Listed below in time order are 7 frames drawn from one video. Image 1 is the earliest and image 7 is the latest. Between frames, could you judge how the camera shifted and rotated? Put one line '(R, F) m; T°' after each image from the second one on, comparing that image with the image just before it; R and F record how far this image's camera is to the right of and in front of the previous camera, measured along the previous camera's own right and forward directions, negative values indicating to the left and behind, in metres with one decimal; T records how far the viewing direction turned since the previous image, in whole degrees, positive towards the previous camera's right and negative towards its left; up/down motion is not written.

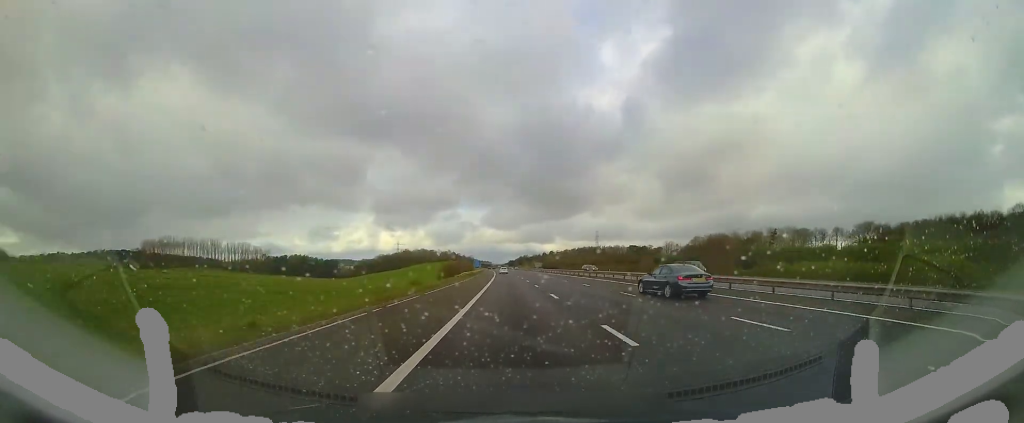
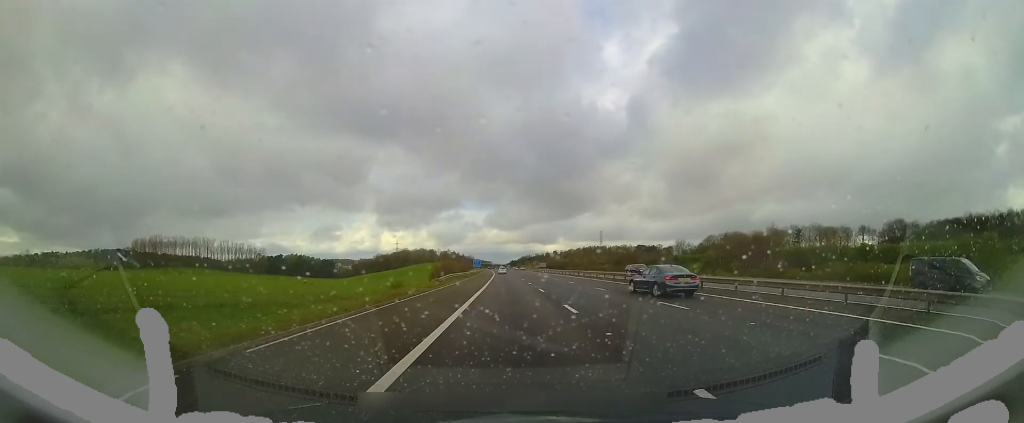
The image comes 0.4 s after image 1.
(0.0, +13.5) m; 0°
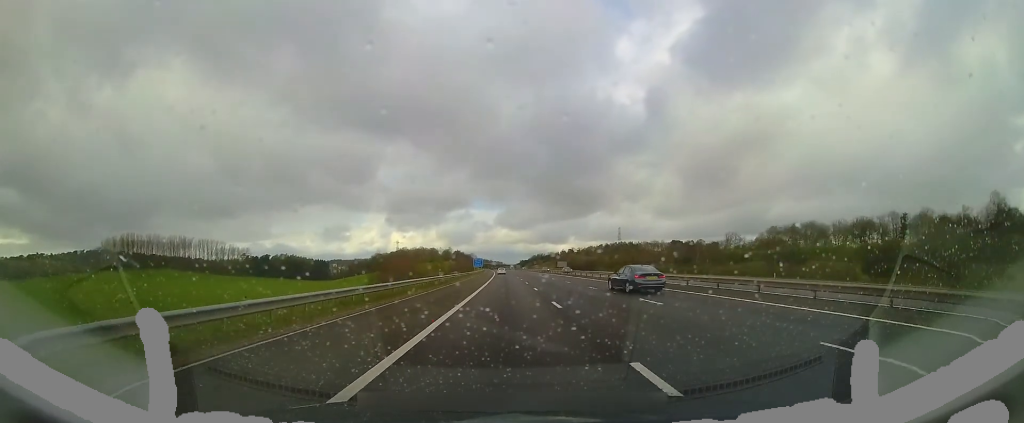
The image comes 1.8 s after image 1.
(-0.4, +43.4) m; -2°
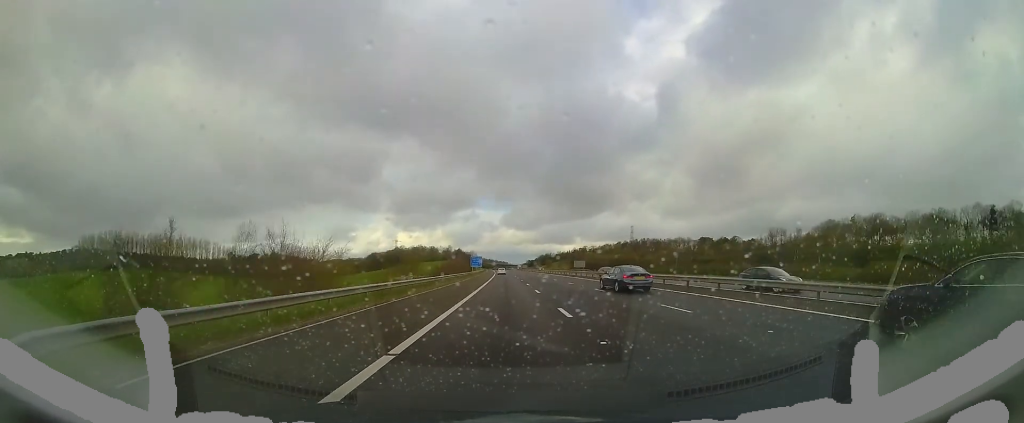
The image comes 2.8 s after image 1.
(-0.4, +28.9) m; -1°
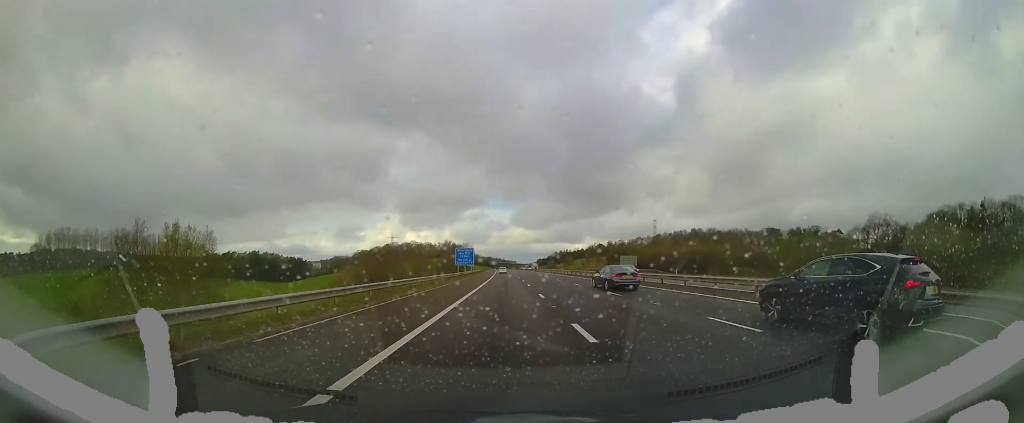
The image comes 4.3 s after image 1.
(-0.6, +47.4) m; -1°
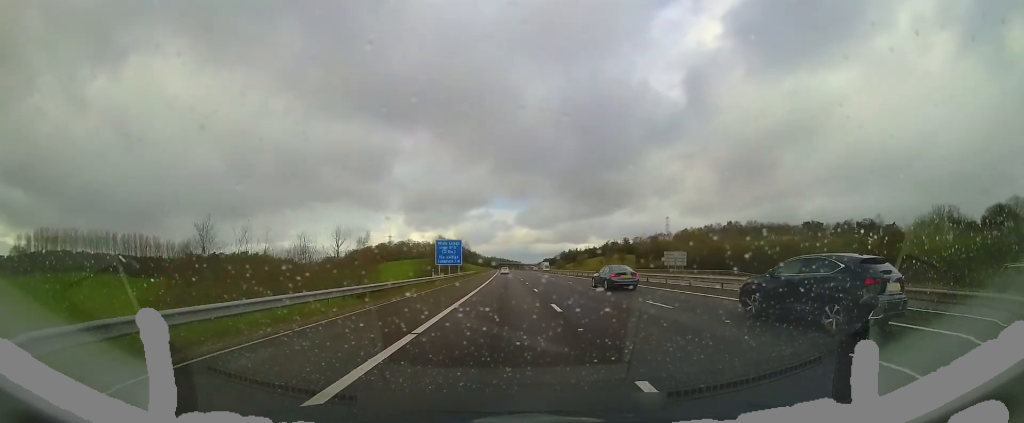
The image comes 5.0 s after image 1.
(-0.1, +22.5) m; 0°
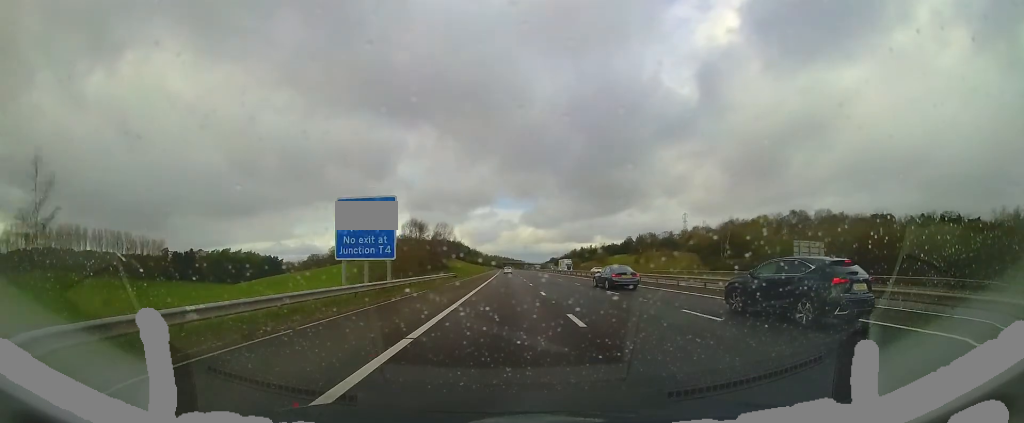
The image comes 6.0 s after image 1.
(-0.2, +29.5) m; -1°
